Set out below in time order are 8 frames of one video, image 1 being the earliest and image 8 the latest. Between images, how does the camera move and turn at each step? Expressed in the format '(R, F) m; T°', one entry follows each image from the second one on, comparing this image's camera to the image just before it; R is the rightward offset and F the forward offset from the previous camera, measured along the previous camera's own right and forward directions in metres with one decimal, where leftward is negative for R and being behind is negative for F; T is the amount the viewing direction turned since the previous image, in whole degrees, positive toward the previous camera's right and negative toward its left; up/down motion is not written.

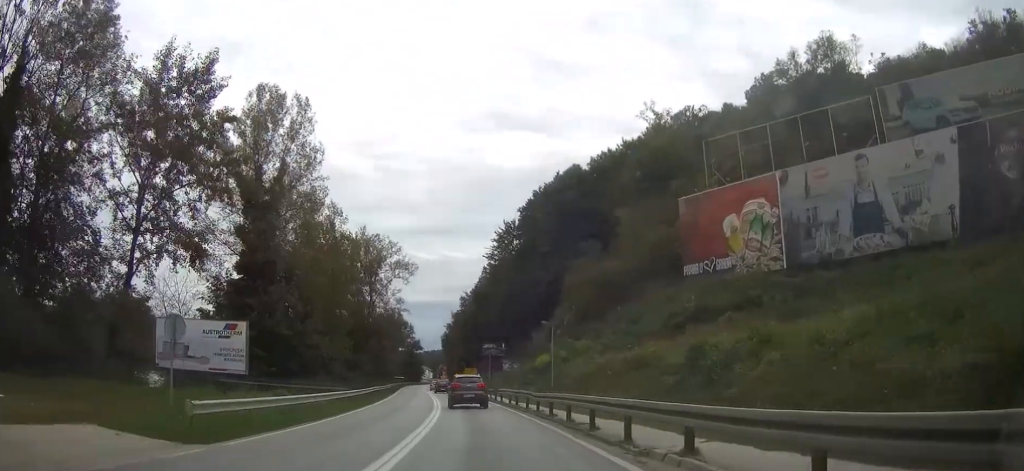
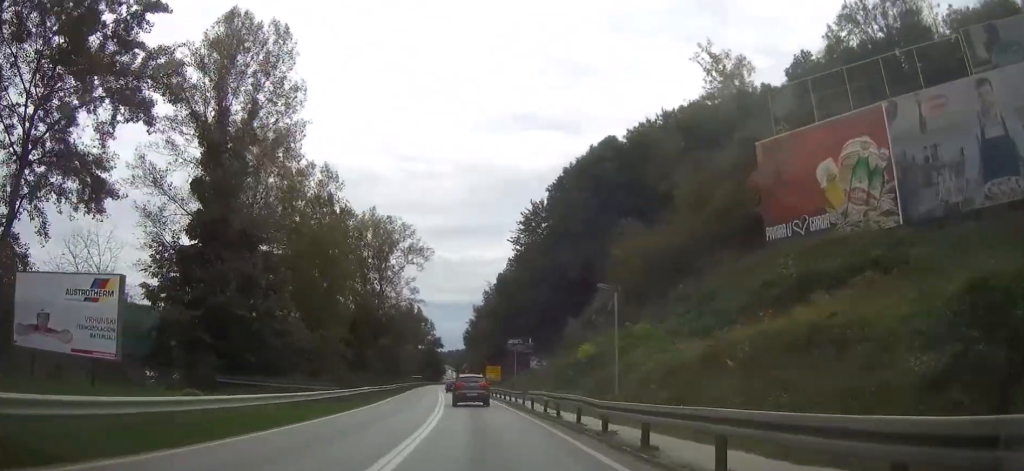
(-0.3, +13.4) m; -2°
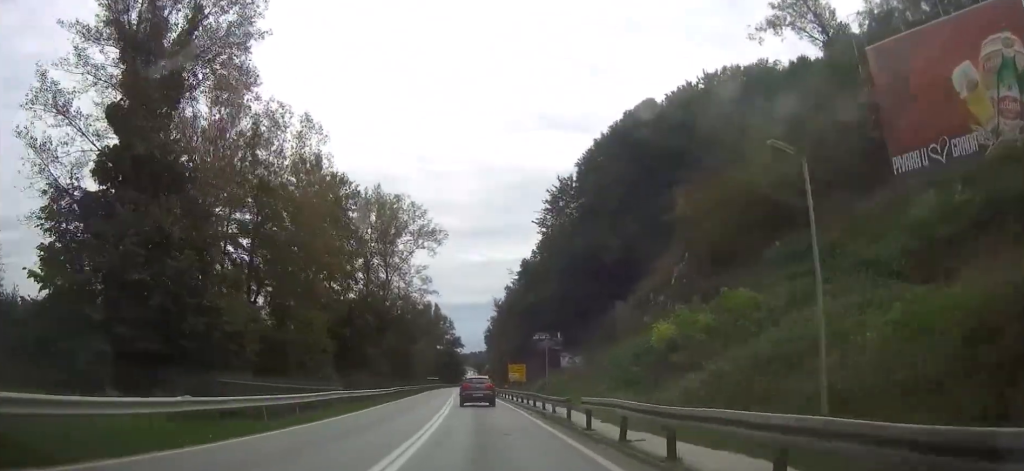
(-0.3, +13.5) m; -2°
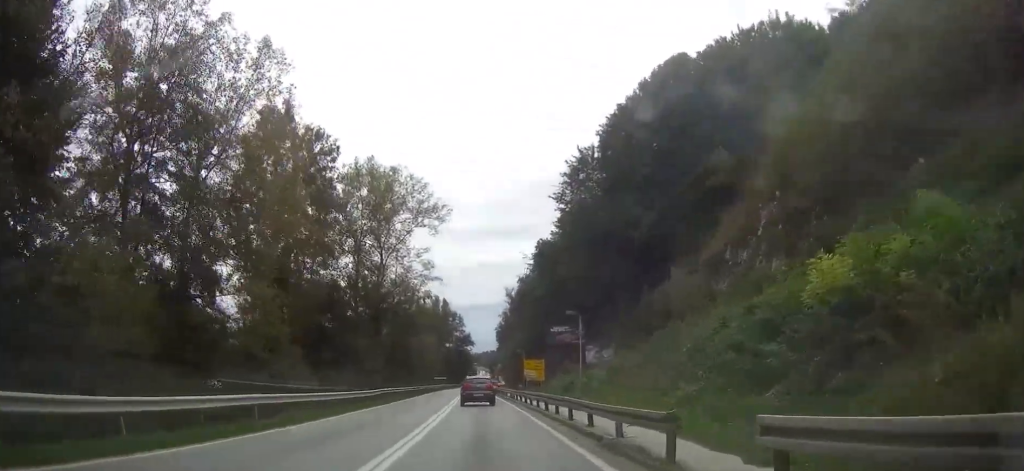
(0.0, +12.2) m; -1°
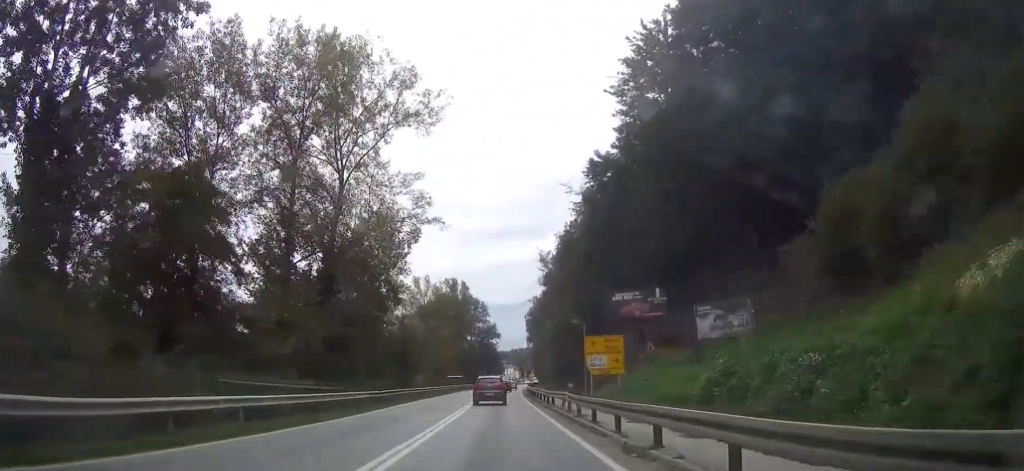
(-0.7, +30.4) m; -2°
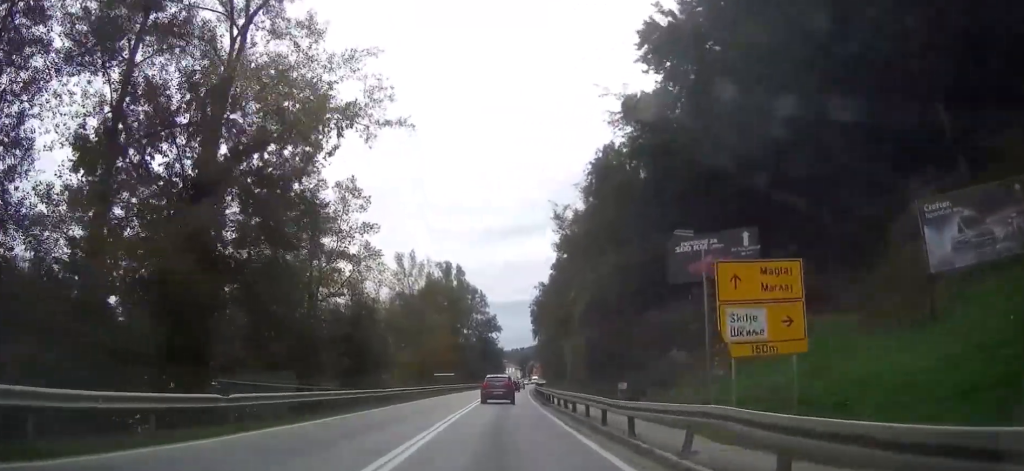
(-0.2, +20.8) m; -1°
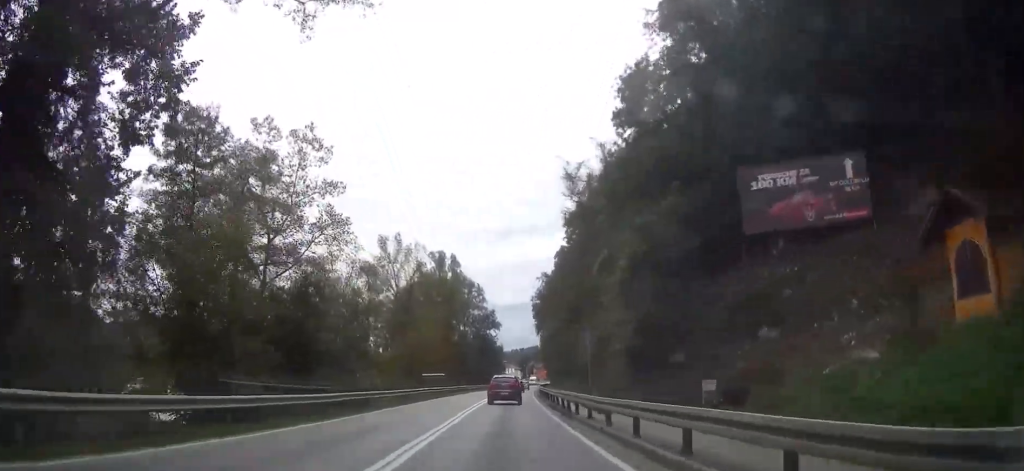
(+0.1, +12.0) m; 0°
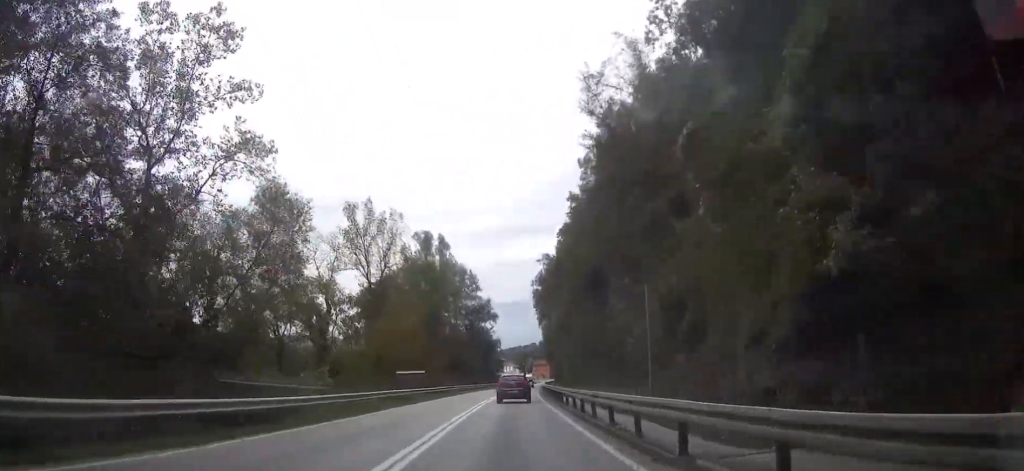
(-0.1, +15.4) m; 0°
